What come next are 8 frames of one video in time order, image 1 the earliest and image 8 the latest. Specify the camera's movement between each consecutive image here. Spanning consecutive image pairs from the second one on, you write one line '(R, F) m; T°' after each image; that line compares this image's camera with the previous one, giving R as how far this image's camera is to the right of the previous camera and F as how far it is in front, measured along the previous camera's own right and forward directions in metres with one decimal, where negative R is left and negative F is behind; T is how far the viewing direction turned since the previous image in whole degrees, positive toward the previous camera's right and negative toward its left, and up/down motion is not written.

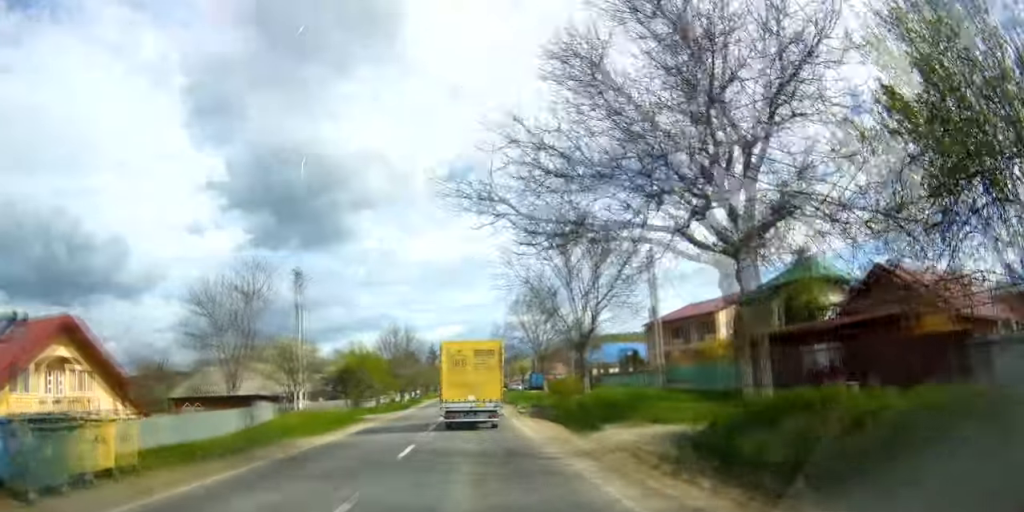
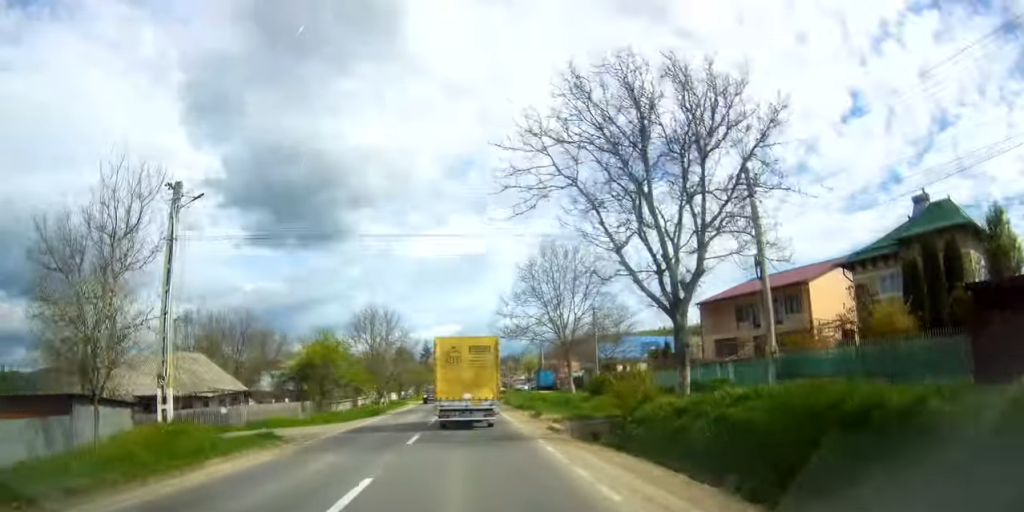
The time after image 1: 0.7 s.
(+0.2, +15.3) m; +1°
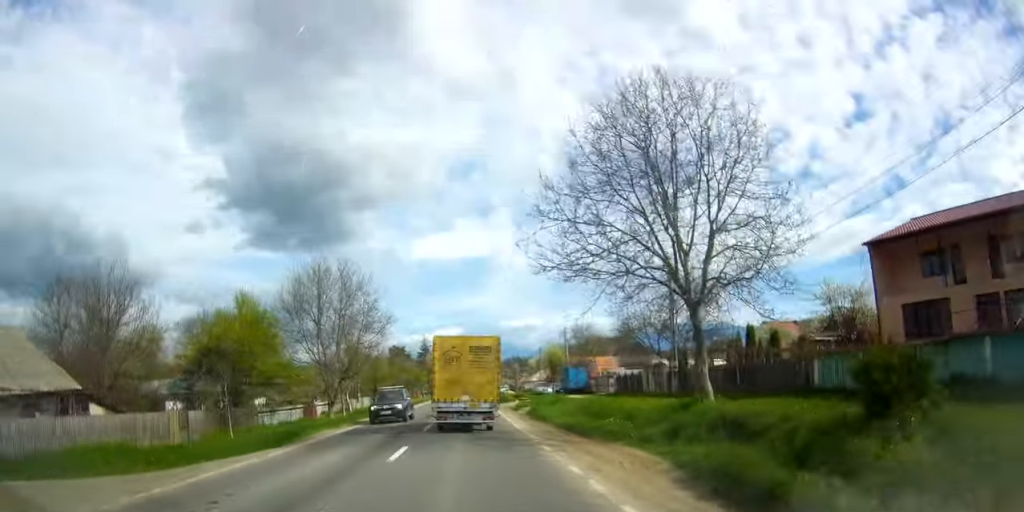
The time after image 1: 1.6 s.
(+0.5, +21.7) m; +1°
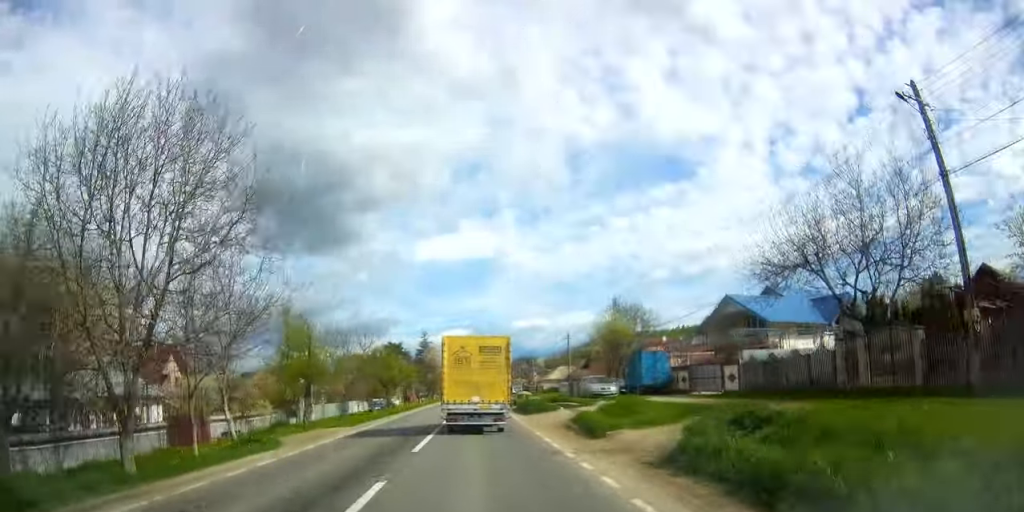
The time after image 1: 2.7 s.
(+0.1, +24.2) m; 0°
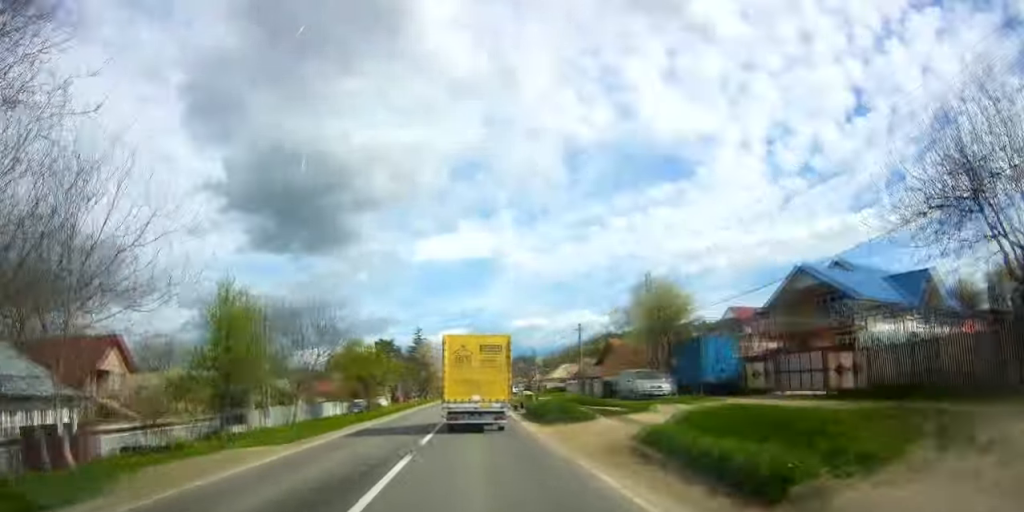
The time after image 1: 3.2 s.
(+0.1, +10.7) m; 0°
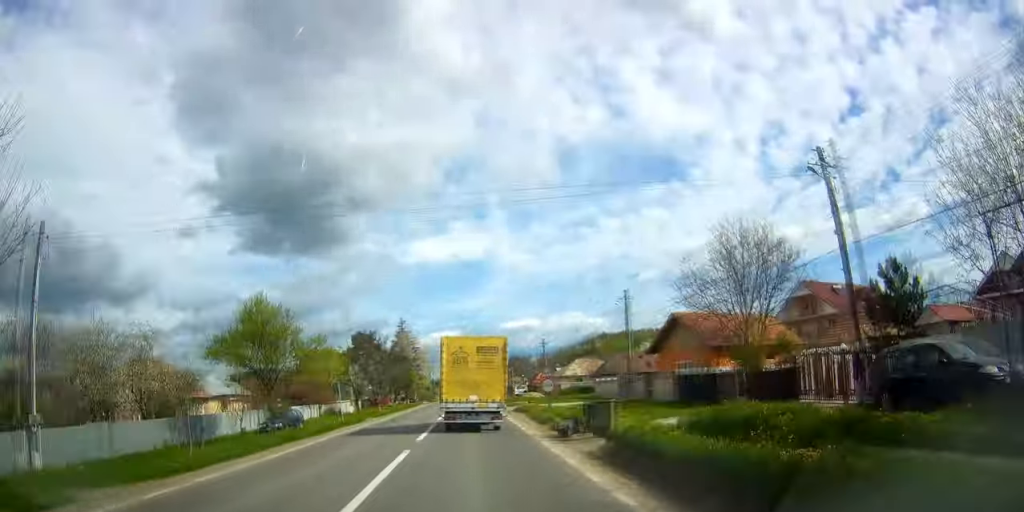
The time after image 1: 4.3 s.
(-0.3, +23.7) m; 0°
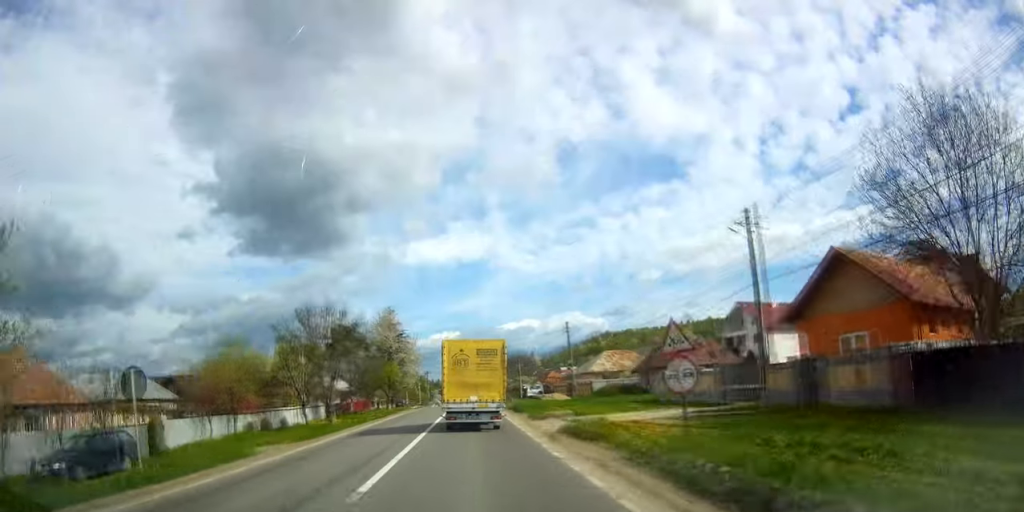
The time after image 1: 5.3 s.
(+0.3, +21.4) m; +2°
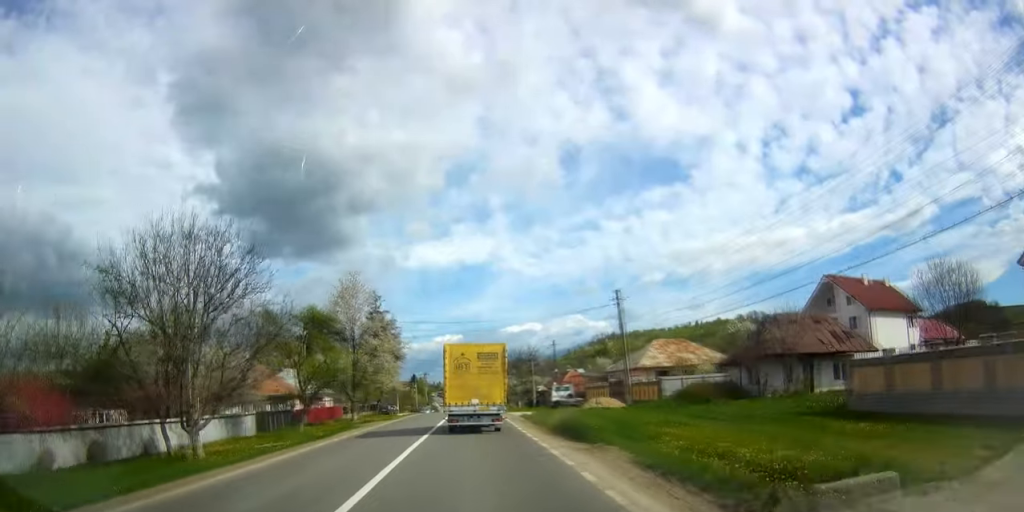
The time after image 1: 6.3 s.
(+0.2, +21.1) m; -1°
